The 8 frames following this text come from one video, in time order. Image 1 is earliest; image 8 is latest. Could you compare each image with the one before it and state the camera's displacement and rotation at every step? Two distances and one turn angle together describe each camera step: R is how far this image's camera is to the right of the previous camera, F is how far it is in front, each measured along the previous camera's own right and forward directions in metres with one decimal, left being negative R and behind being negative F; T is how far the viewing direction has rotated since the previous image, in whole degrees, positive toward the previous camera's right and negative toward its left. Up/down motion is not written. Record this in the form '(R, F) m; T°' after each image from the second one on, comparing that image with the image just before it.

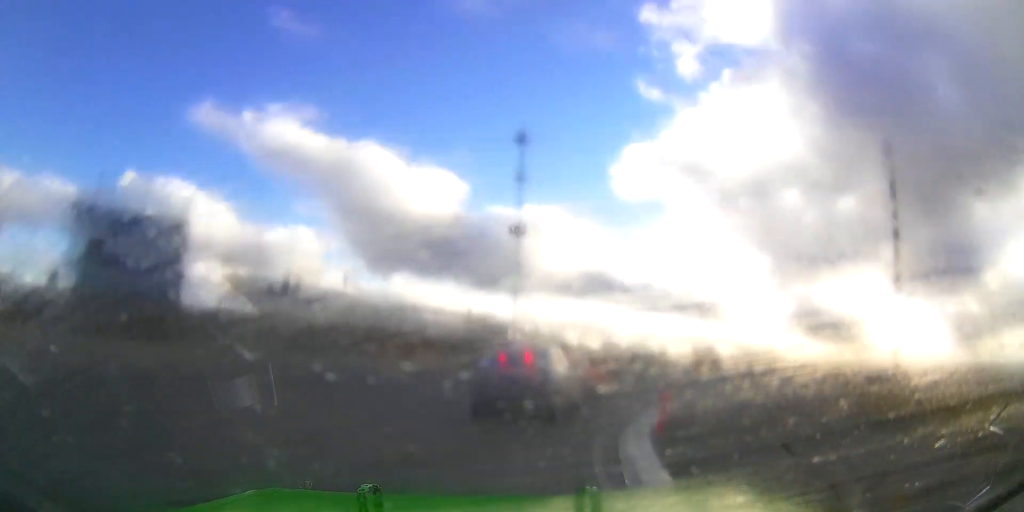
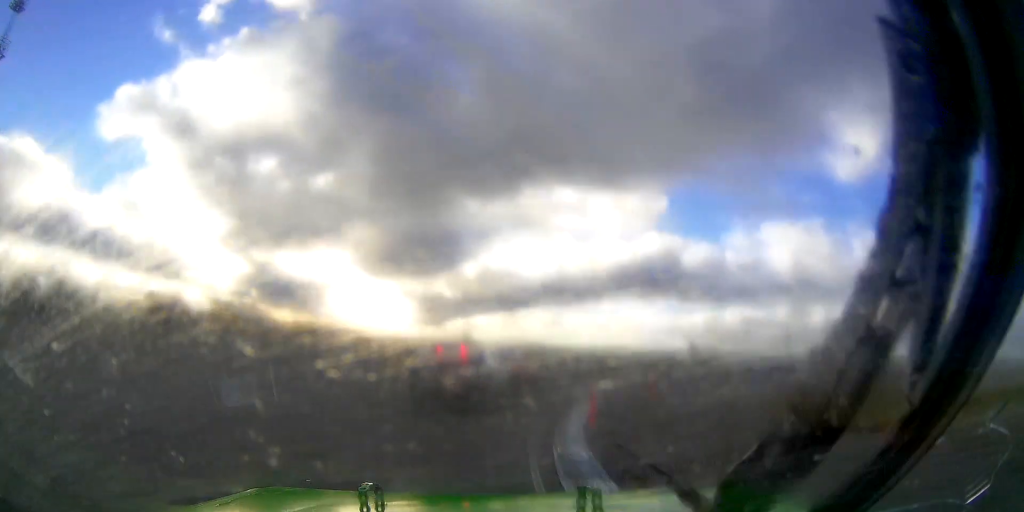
(+10.5, +18.4) m; +52°
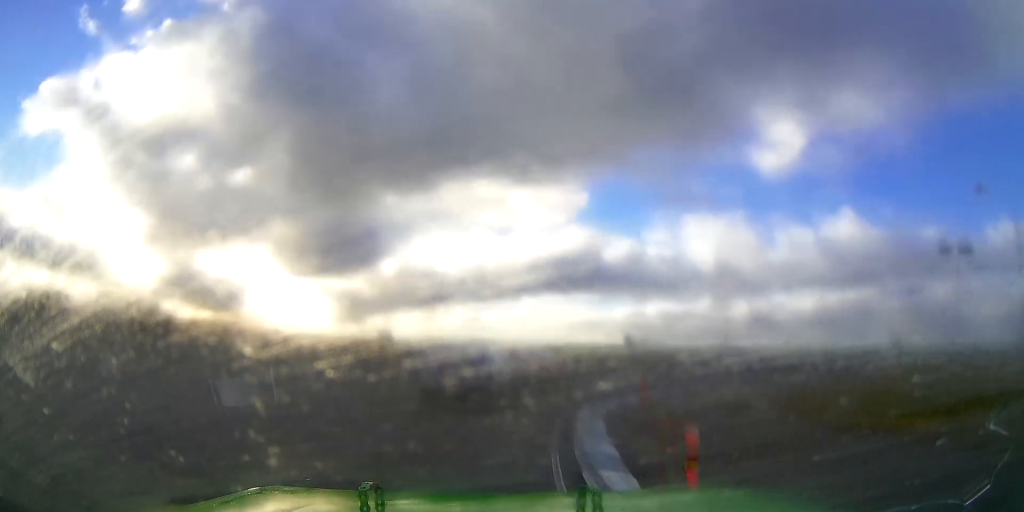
(0.0, +6.5) m; +8°
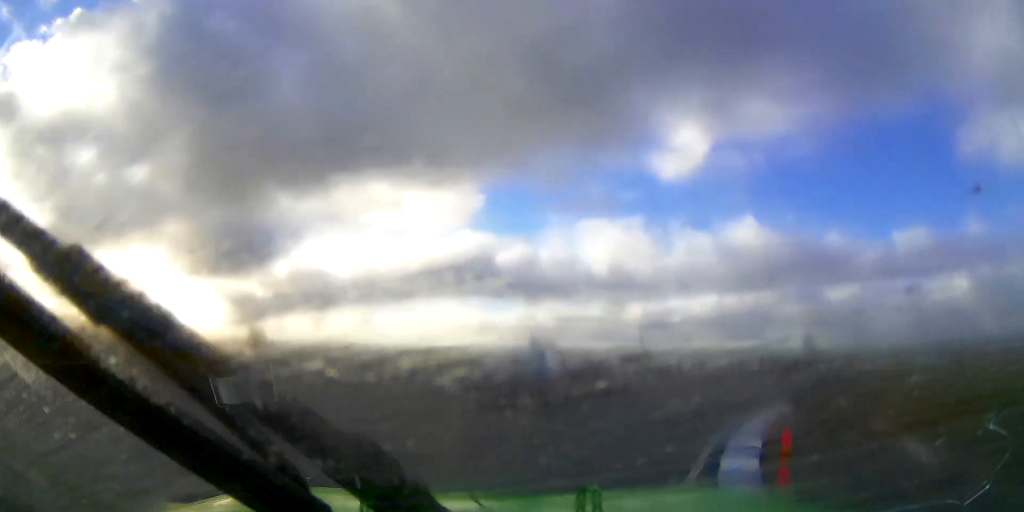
(-0.4, +10.9) m; +13°
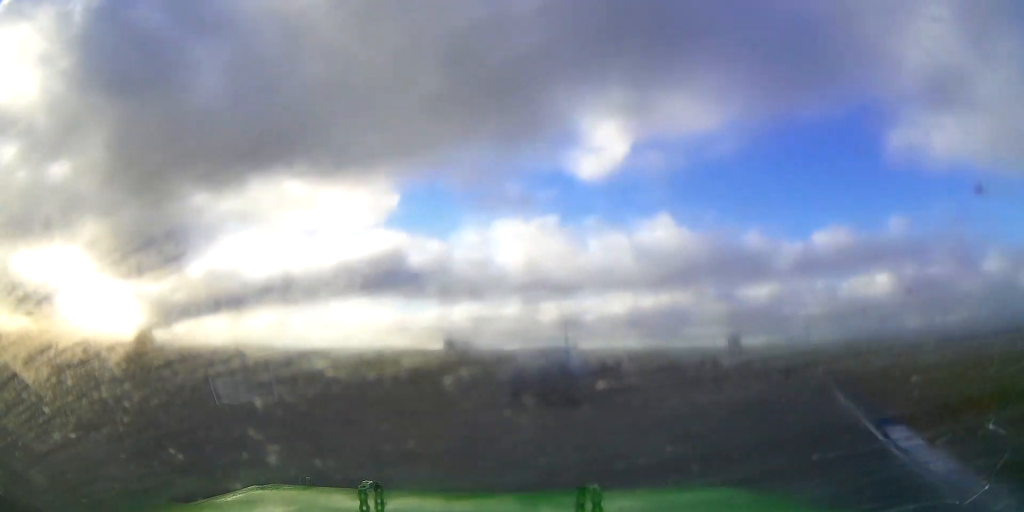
(+2.1, +8.2) m; +7°
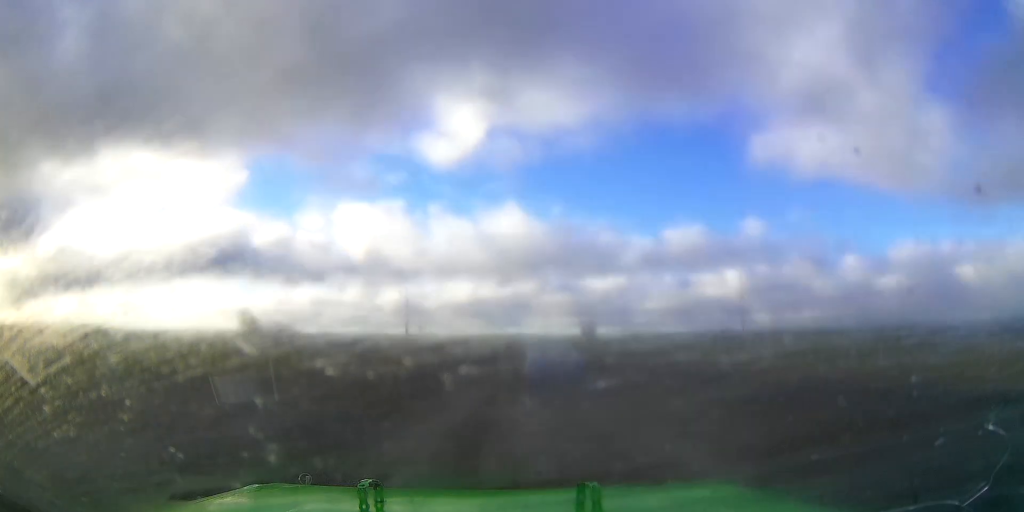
(+2.9, +21.3) m; +10°
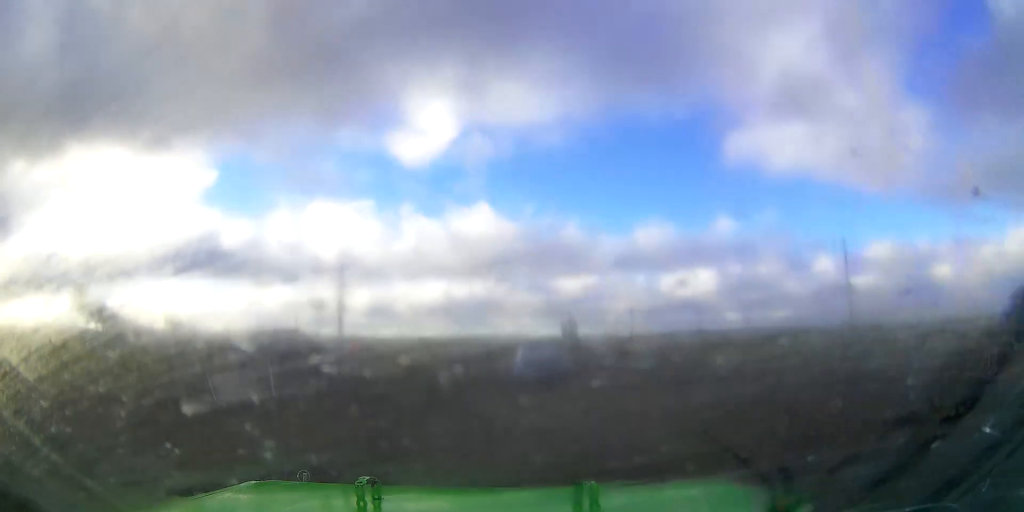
(+0.7, +21.6) m; +2°
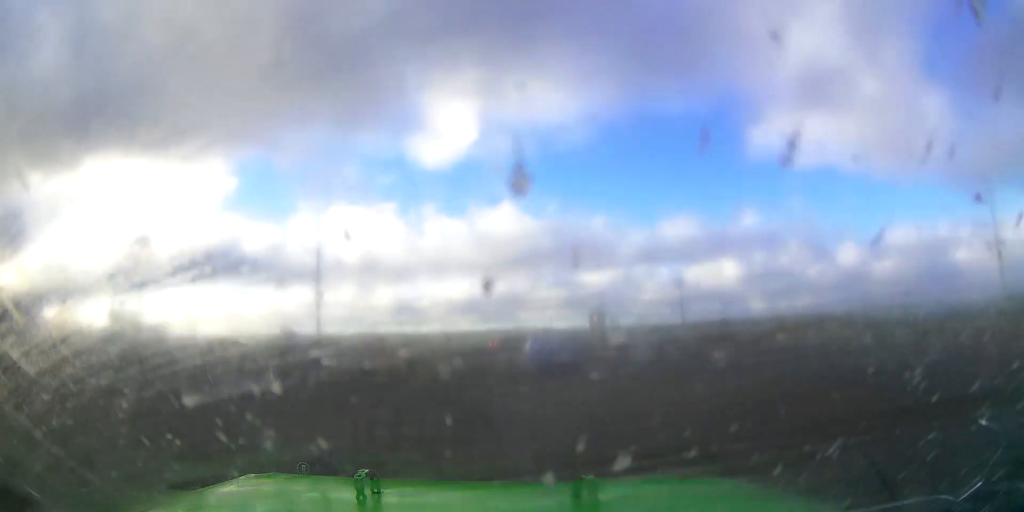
(+0.5, +12.1) m; 0°
